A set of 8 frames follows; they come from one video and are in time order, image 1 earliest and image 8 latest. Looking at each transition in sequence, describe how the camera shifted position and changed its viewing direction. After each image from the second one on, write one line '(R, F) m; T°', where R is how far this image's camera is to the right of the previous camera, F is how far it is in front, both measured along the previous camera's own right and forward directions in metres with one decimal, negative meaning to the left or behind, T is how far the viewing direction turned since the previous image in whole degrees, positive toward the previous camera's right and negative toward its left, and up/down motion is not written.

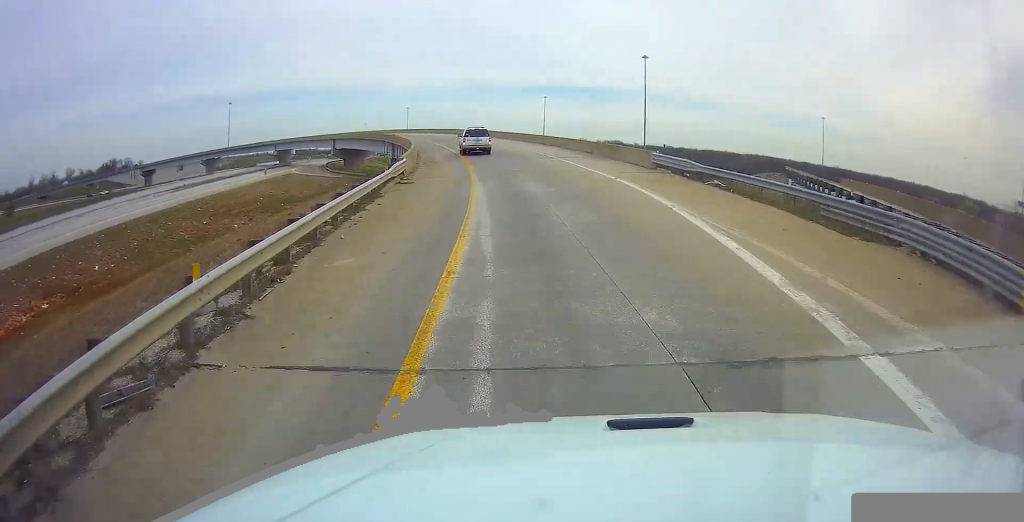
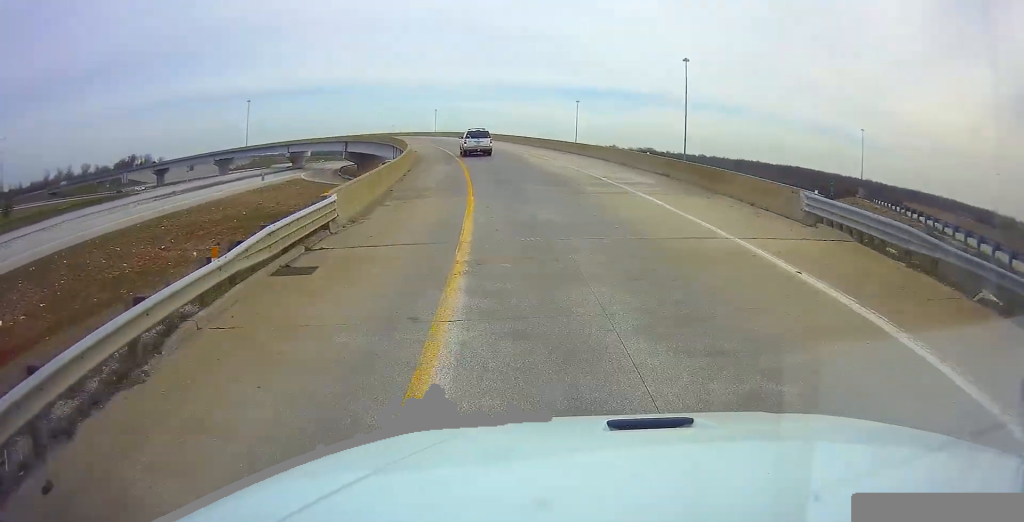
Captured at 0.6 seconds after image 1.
(-0.3, +14.0) m; -3°
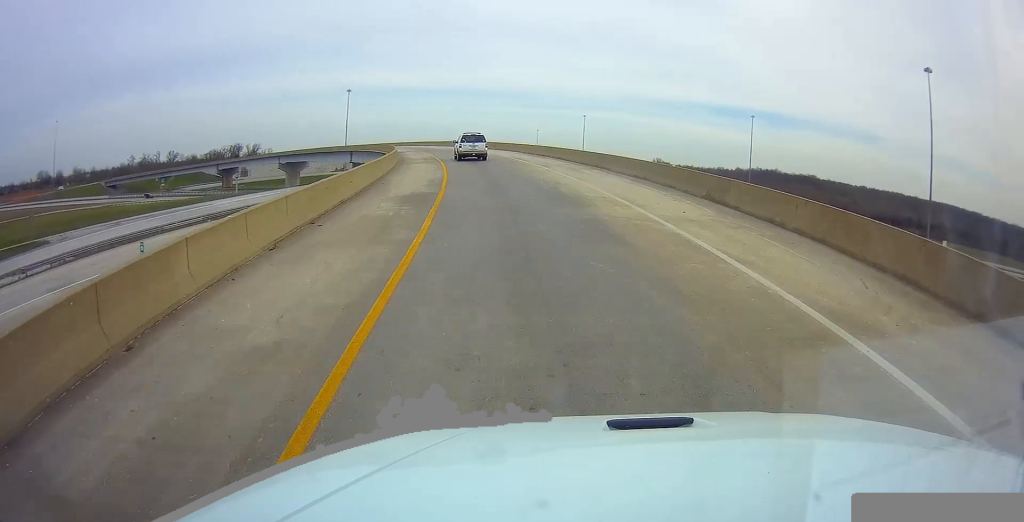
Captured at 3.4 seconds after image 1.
(-7.2, +64.1) m; -14°
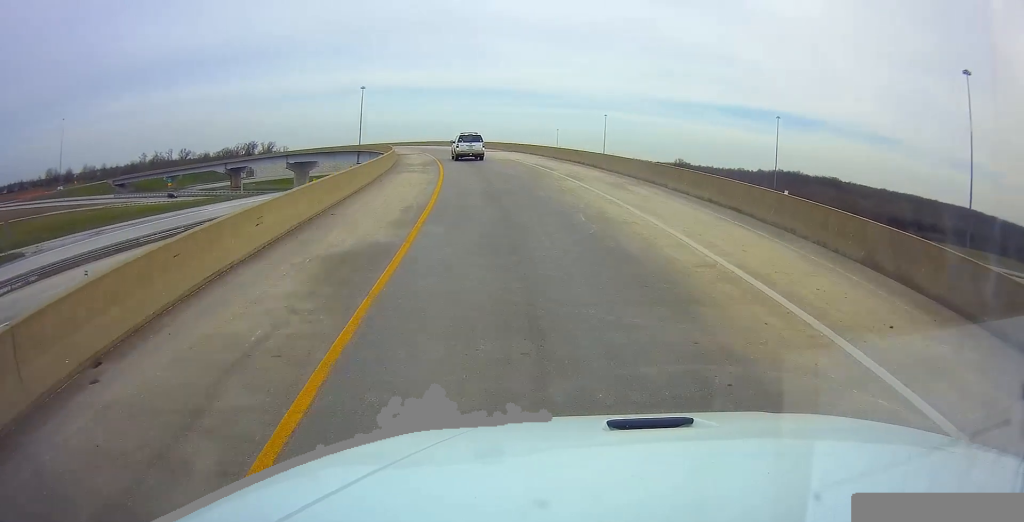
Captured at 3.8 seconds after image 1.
(-0.2, +8.9) m; -2°
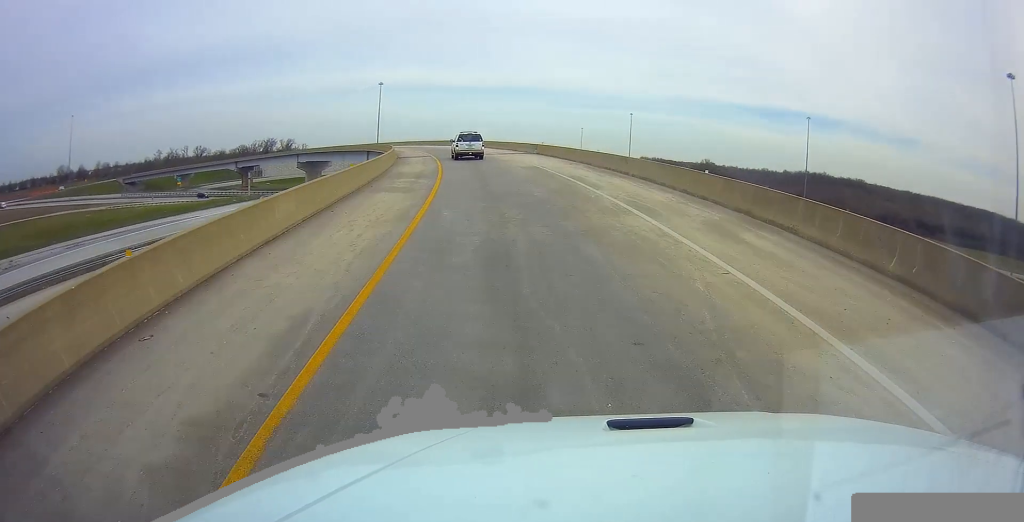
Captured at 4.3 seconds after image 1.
(-0.2, +9.6) m; -2°
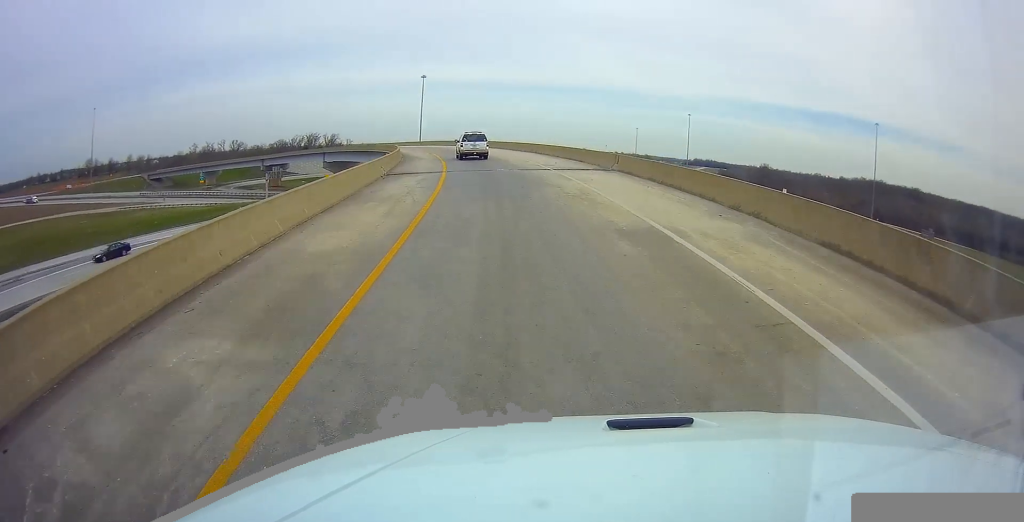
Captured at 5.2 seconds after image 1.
(-0.7, +19.7) m; -4°
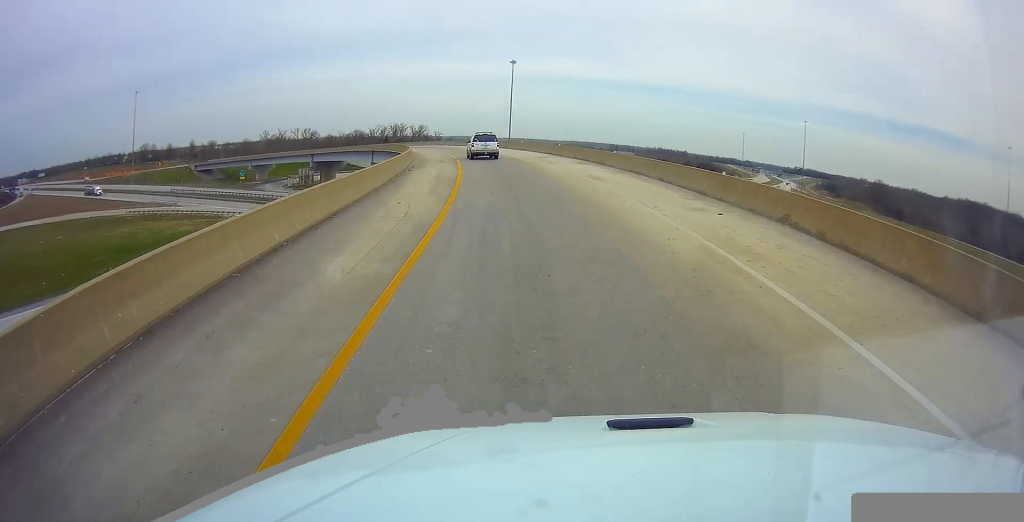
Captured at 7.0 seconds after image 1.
(-3.2, +38.9) m; -10°
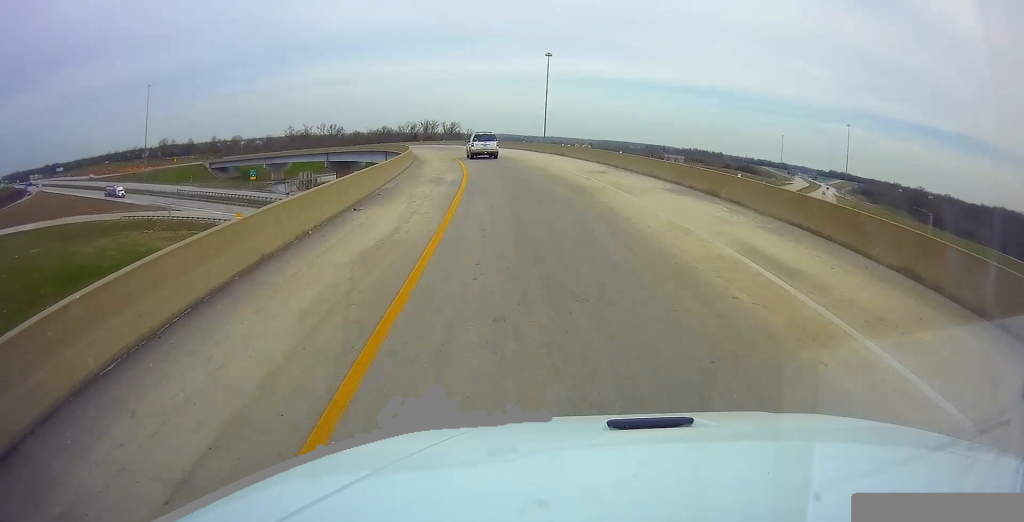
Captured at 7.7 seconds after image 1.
(-0.6, +15.8) m; -3°
